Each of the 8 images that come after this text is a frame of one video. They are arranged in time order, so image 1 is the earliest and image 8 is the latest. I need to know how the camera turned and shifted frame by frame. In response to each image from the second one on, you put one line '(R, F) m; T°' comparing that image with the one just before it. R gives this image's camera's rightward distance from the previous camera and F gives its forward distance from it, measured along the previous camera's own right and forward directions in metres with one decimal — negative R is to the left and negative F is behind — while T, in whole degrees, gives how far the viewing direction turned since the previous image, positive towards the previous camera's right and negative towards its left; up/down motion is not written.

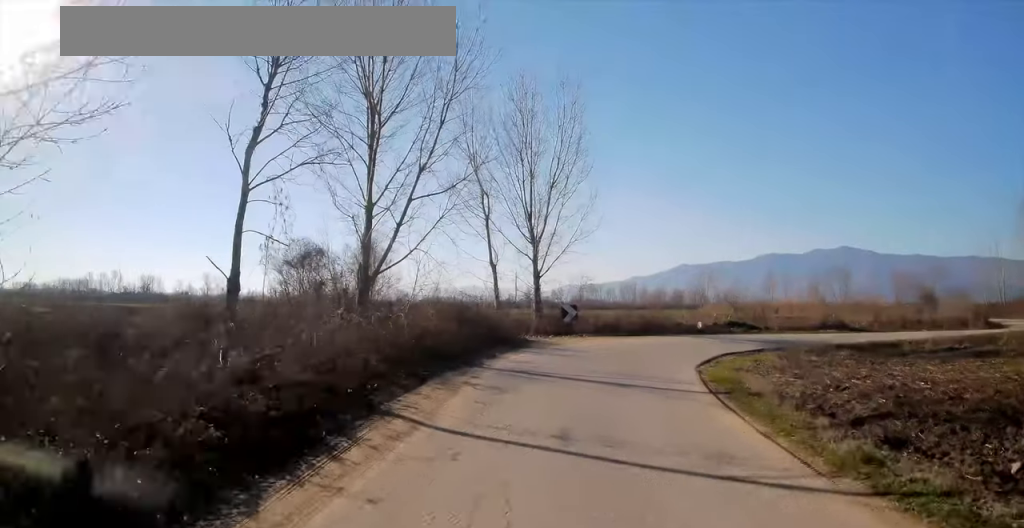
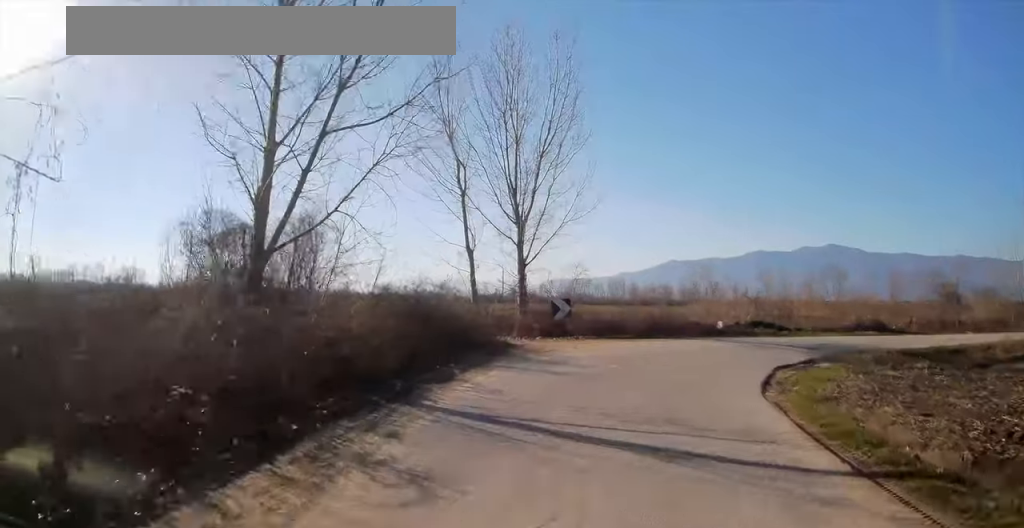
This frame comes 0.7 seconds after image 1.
(0.0, +3.3) m; +1°
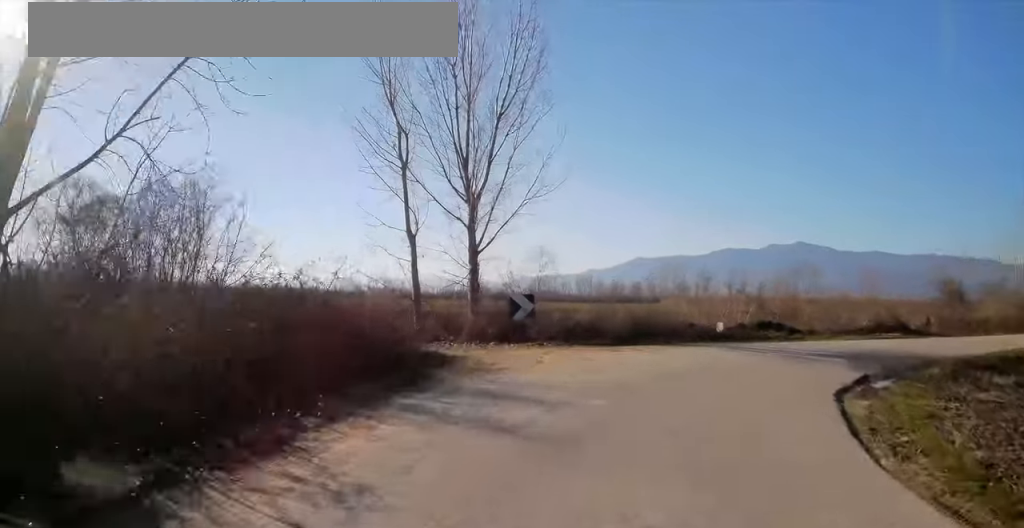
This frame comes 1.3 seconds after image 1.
(-0.2, +6.9) m; +6°
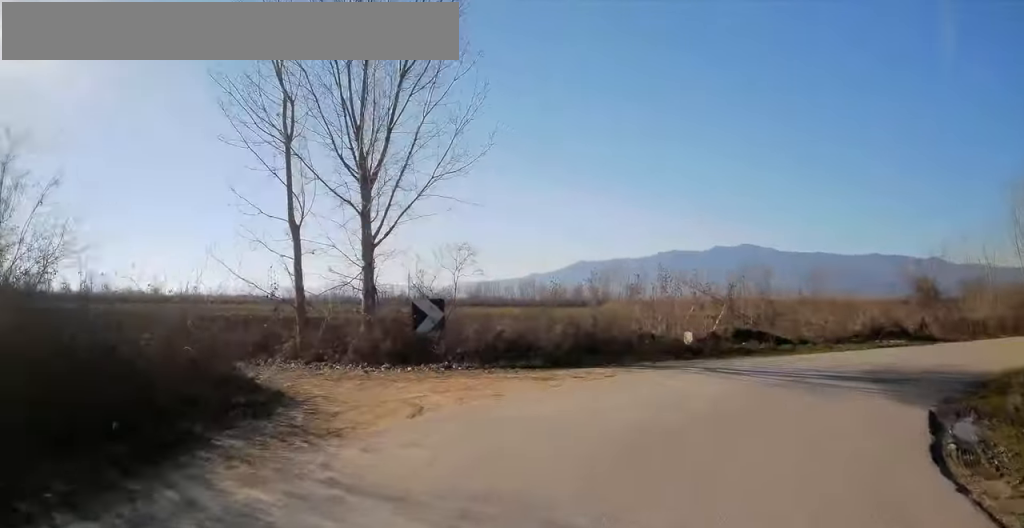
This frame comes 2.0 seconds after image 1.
(+0.6, +6.1) m; +9°
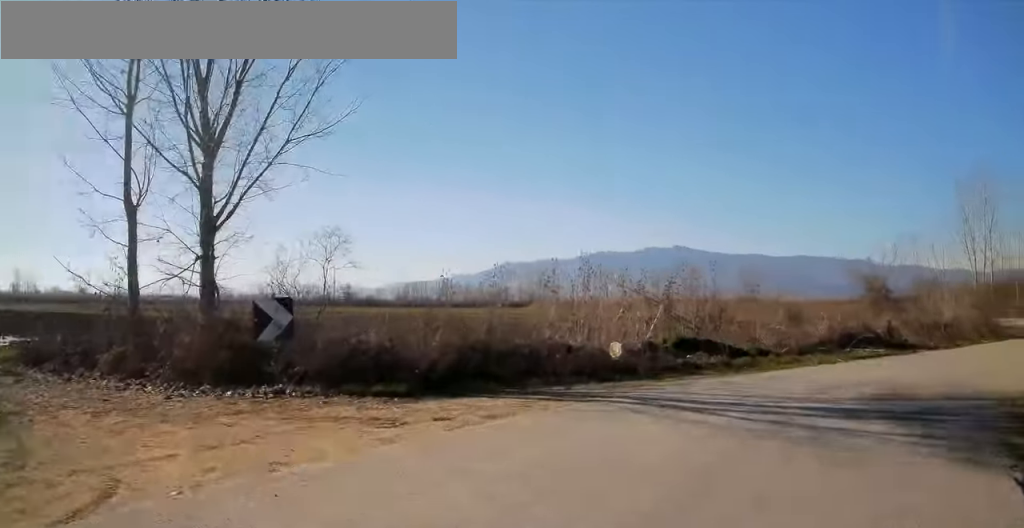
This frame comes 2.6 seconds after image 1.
(+0.4, +4.8) m; +8°
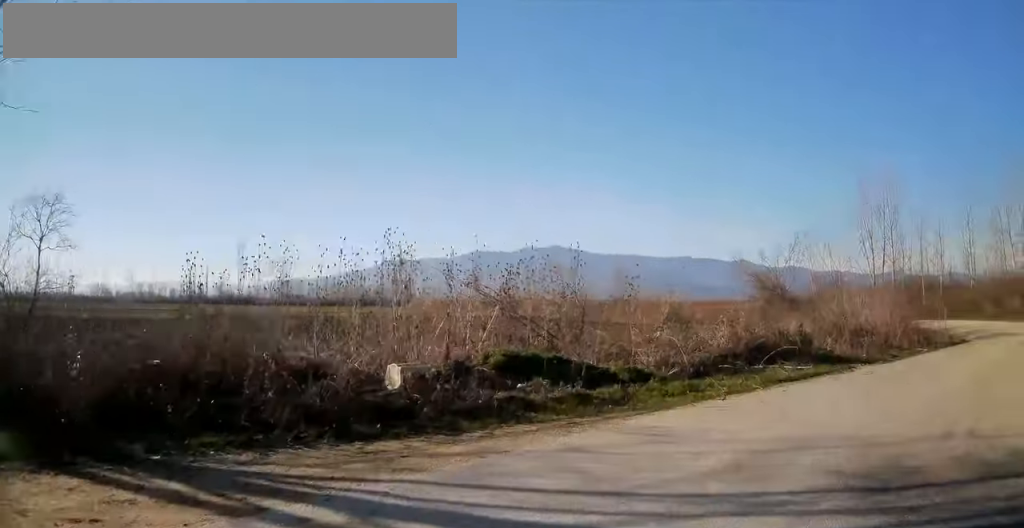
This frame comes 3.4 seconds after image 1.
(+0.4, +5.4) m; +4°
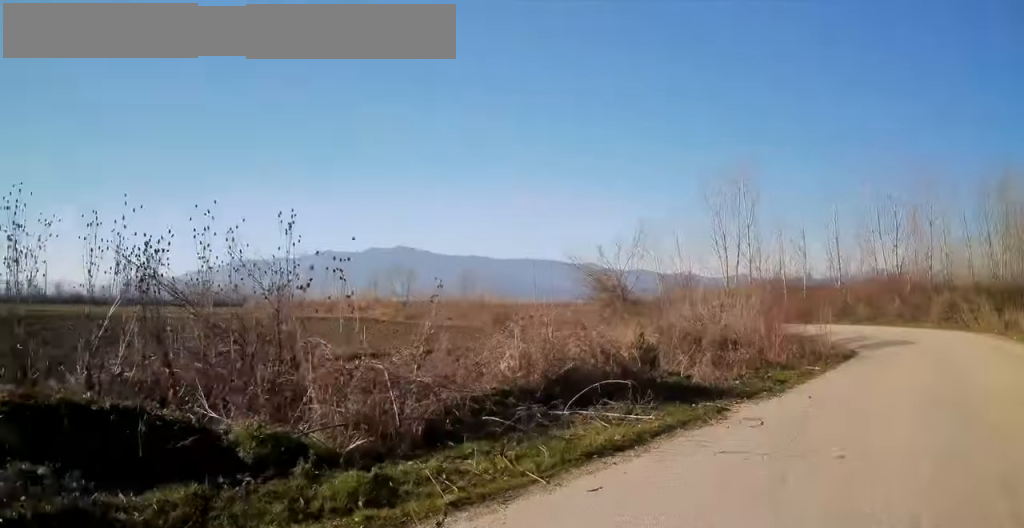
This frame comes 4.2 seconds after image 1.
(+0.1, +5.3) m; +2°
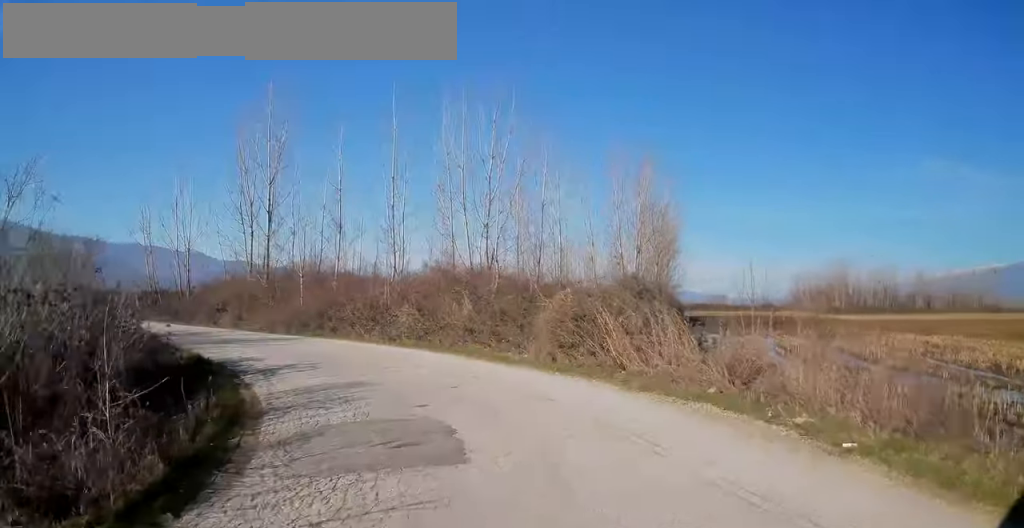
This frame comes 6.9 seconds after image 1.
(+7.6, +15.2) m; +48°
